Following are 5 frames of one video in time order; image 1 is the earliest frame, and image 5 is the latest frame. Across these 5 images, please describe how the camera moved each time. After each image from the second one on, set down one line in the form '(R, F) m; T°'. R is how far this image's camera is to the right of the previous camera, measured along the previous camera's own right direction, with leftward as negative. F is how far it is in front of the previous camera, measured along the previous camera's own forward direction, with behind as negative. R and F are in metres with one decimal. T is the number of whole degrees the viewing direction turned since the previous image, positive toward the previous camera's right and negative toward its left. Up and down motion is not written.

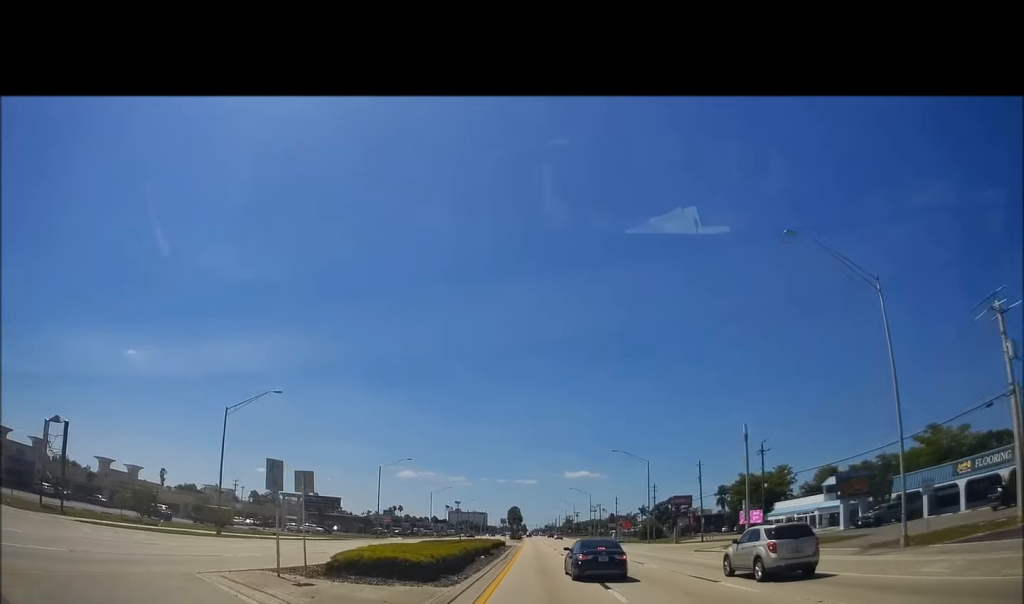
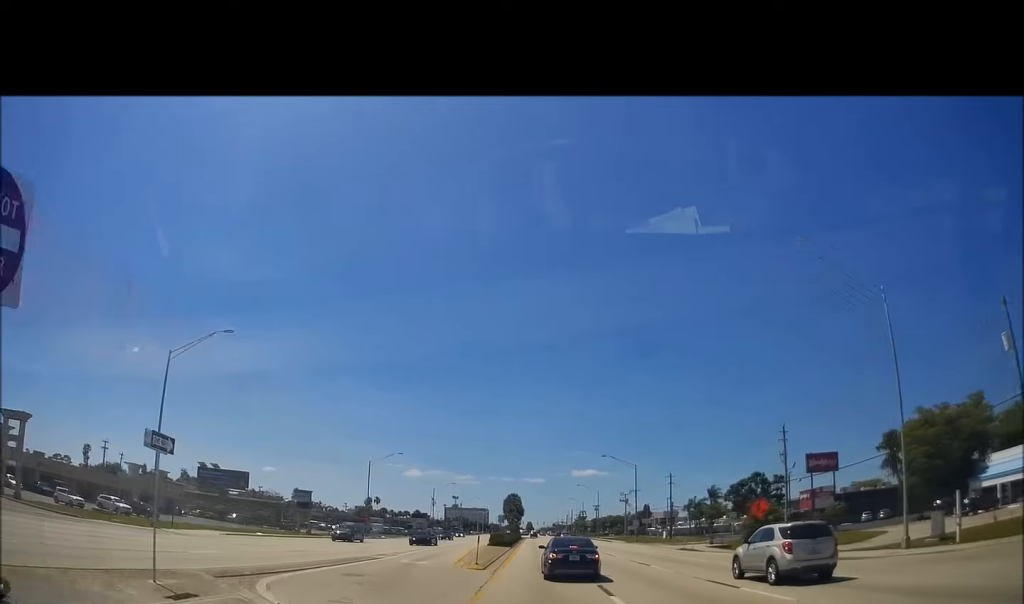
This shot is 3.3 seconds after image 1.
(-0.6, +63.2) m; -2°
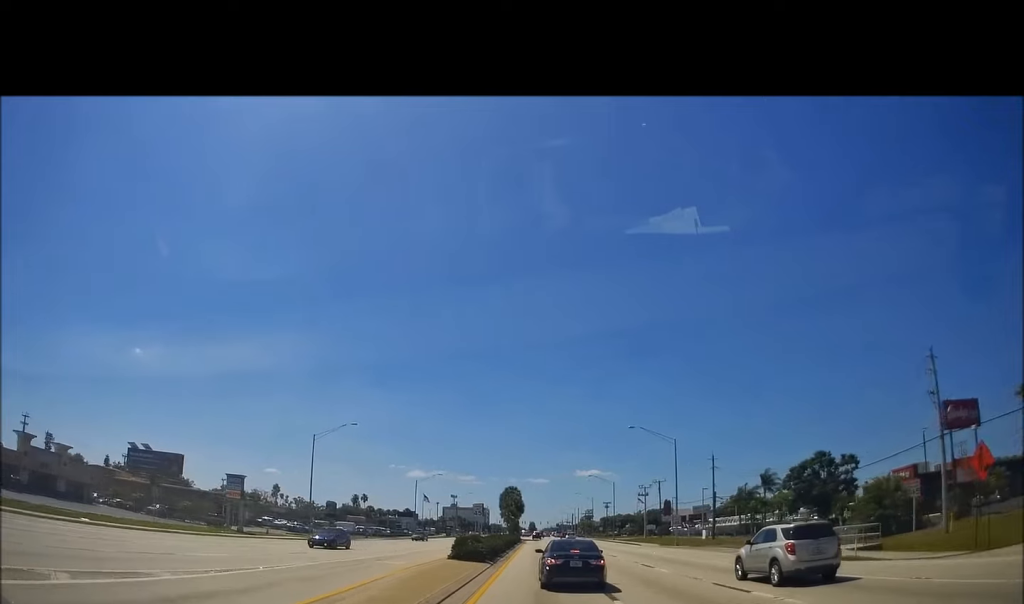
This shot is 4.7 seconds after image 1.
(+0.3, +23.5) m; +1°
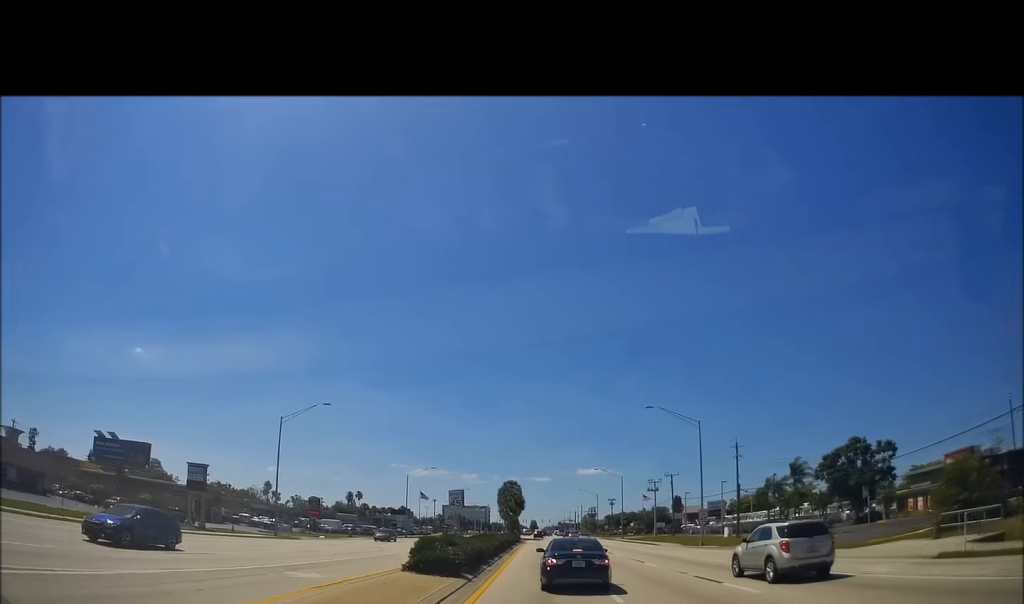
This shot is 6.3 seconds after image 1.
(-0.1, +24.2) m; -1°
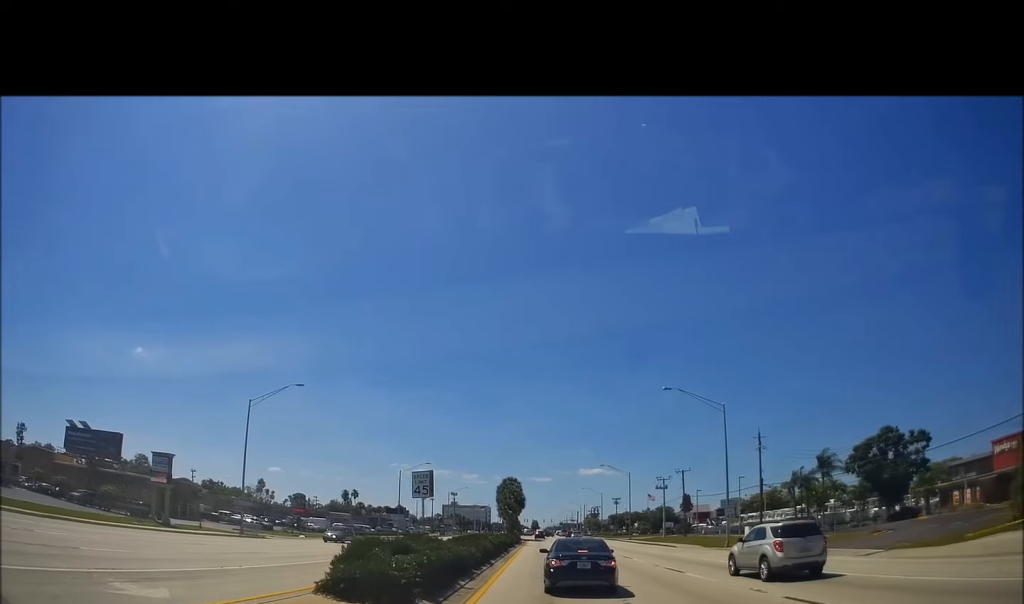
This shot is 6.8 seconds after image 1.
(0.0, +7.1) m; 0°
